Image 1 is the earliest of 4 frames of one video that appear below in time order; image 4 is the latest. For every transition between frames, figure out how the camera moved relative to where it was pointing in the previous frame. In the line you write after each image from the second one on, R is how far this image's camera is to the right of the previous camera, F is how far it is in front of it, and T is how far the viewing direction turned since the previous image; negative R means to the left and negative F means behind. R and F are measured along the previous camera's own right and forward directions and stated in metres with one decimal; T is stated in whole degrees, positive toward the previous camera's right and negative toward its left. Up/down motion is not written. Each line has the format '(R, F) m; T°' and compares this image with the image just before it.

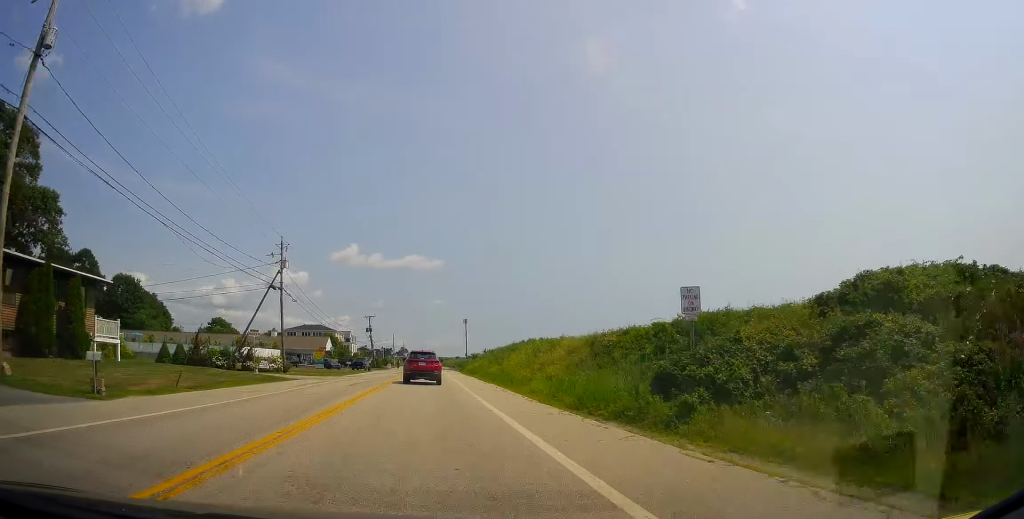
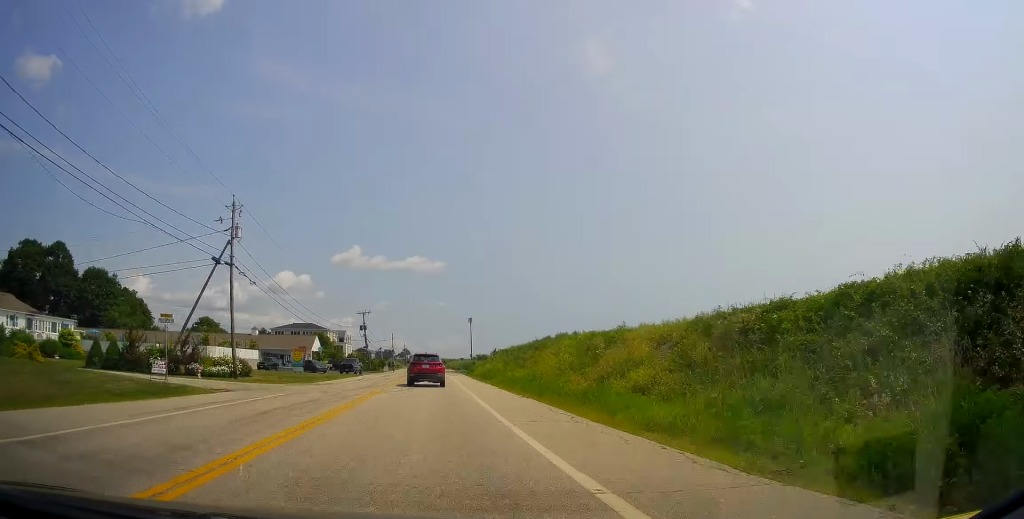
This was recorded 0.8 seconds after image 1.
(+0.4, +13.0) m; 0°
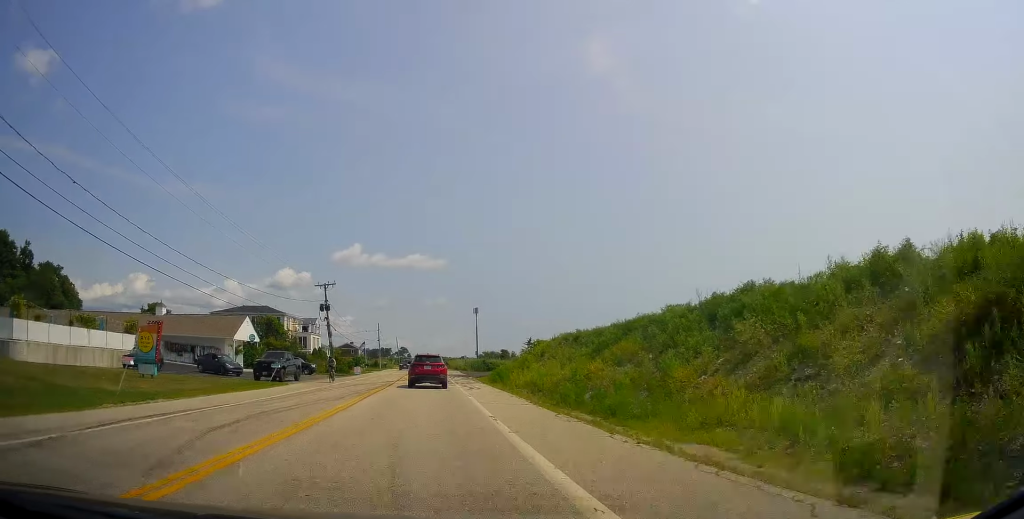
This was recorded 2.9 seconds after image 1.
(-0.5, +33.6) m; -1°
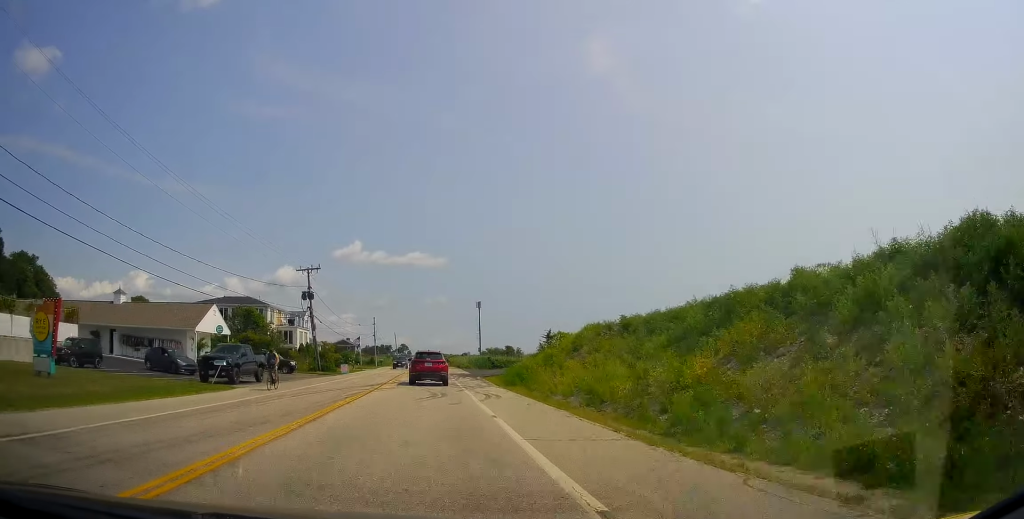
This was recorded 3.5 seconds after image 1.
(-0.2, +9.2) m; +1°
